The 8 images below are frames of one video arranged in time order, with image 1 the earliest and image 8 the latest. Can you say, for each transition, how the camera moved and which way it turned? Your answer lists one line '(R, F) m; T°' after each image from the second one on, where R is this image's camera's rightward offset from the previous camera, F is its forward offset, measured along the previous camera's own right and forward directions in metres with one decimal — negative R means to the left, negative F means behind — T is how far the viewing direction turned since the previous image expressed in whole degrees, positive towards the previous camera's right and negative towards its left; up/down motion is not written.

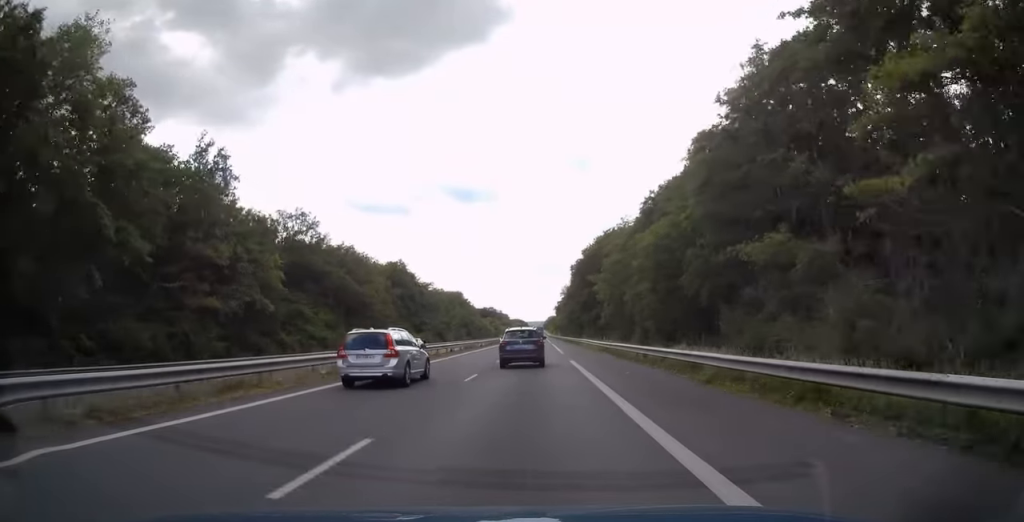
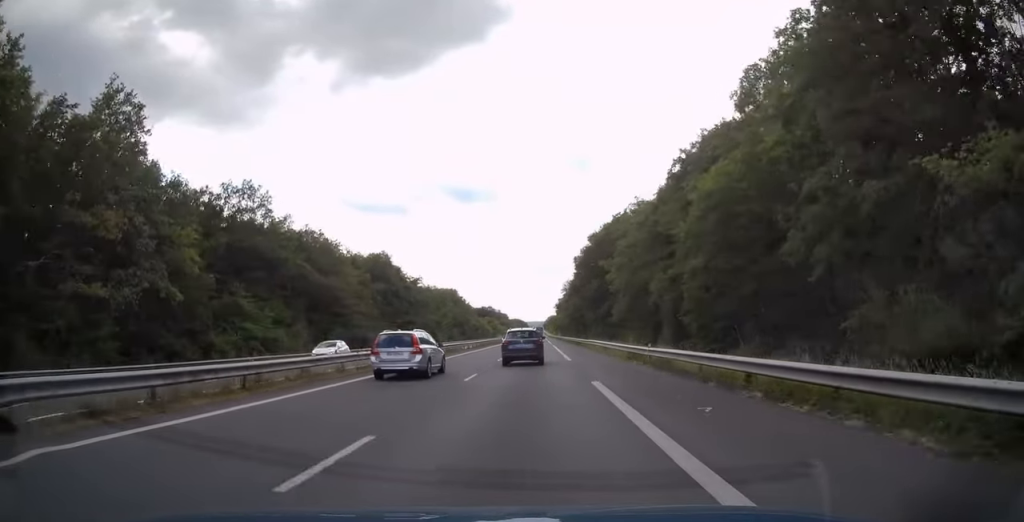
(+0.2, +12.7) m; 0°
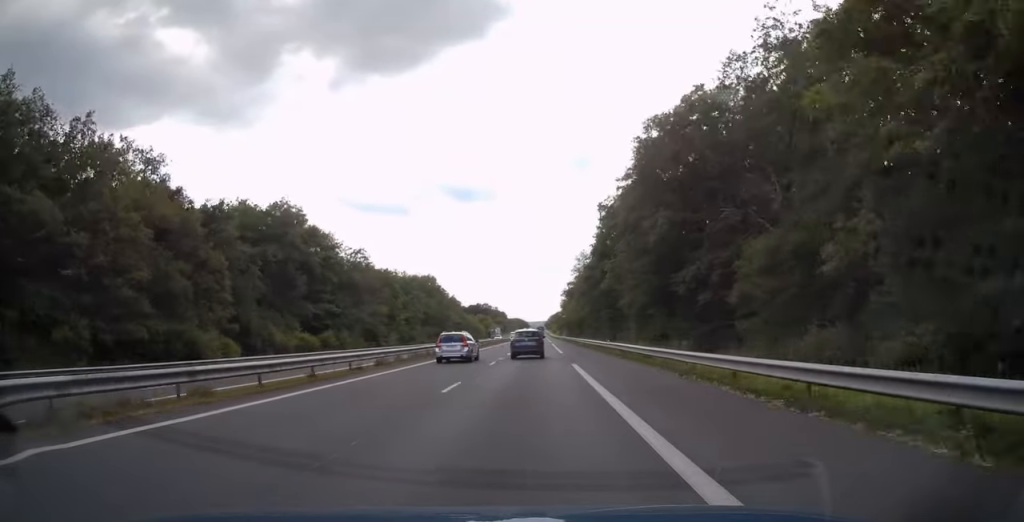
(-0.1, +42.4) m; -1°
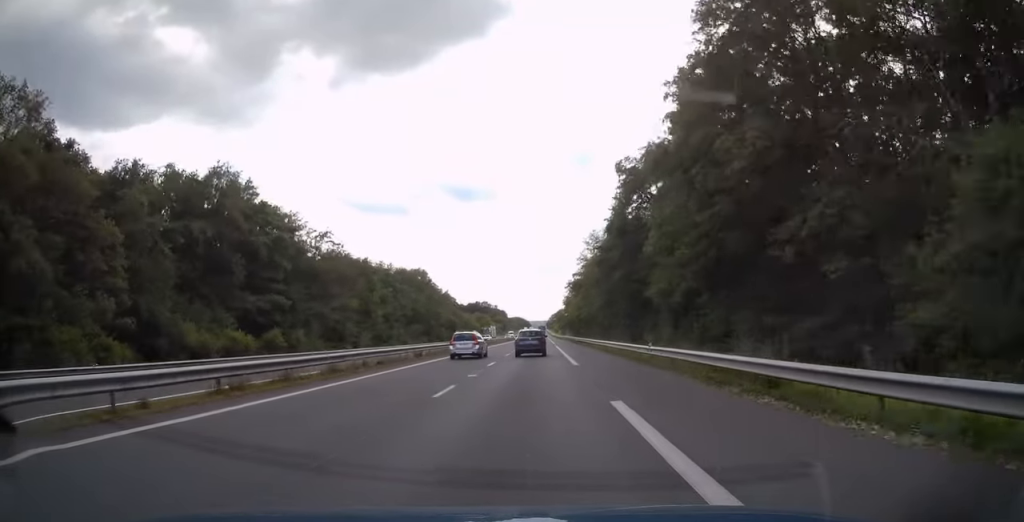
(0.0, +14.1) m; 0°
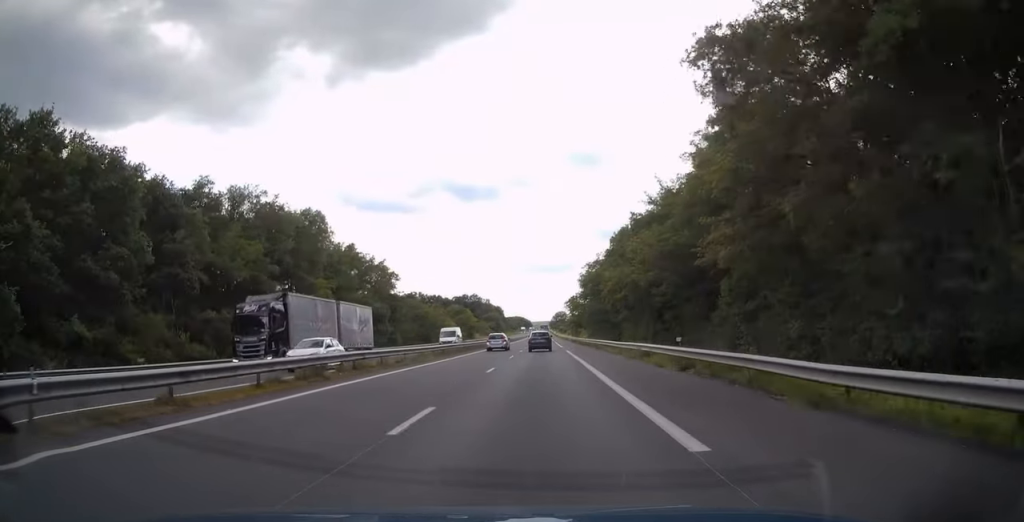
(-0.1, +69.8) m; 0°
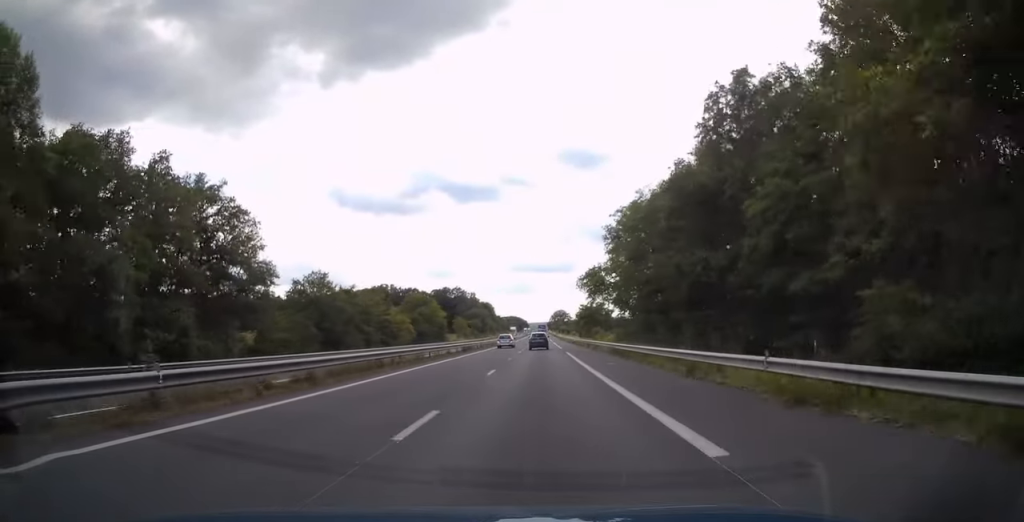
(0.0, +52.1) m; 0°
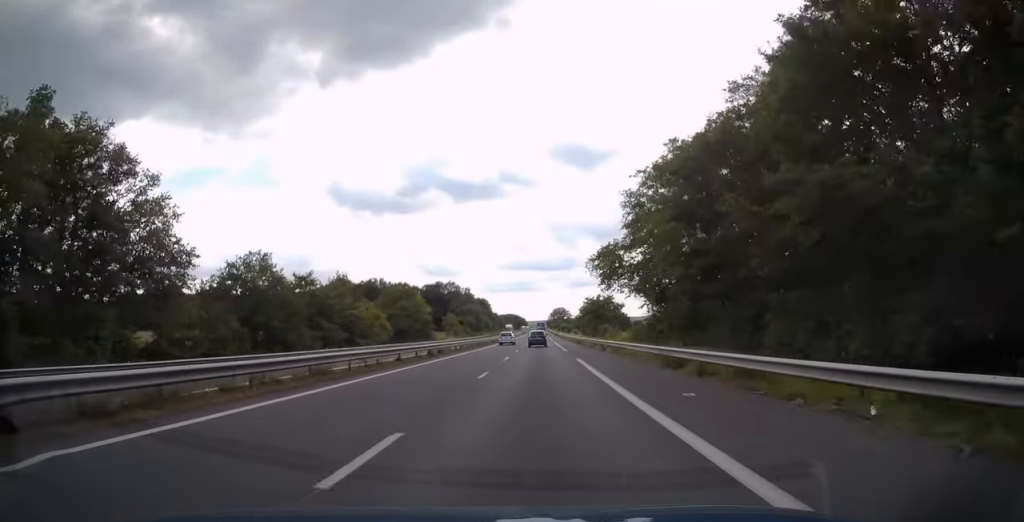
(0.0, +15.6) m; 0°
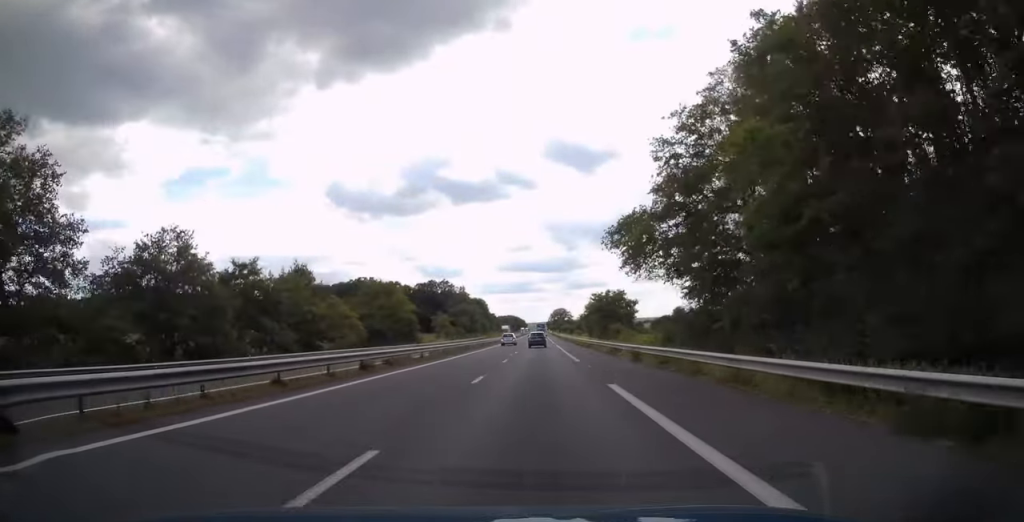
(0.0, +14.1) m; 0°
